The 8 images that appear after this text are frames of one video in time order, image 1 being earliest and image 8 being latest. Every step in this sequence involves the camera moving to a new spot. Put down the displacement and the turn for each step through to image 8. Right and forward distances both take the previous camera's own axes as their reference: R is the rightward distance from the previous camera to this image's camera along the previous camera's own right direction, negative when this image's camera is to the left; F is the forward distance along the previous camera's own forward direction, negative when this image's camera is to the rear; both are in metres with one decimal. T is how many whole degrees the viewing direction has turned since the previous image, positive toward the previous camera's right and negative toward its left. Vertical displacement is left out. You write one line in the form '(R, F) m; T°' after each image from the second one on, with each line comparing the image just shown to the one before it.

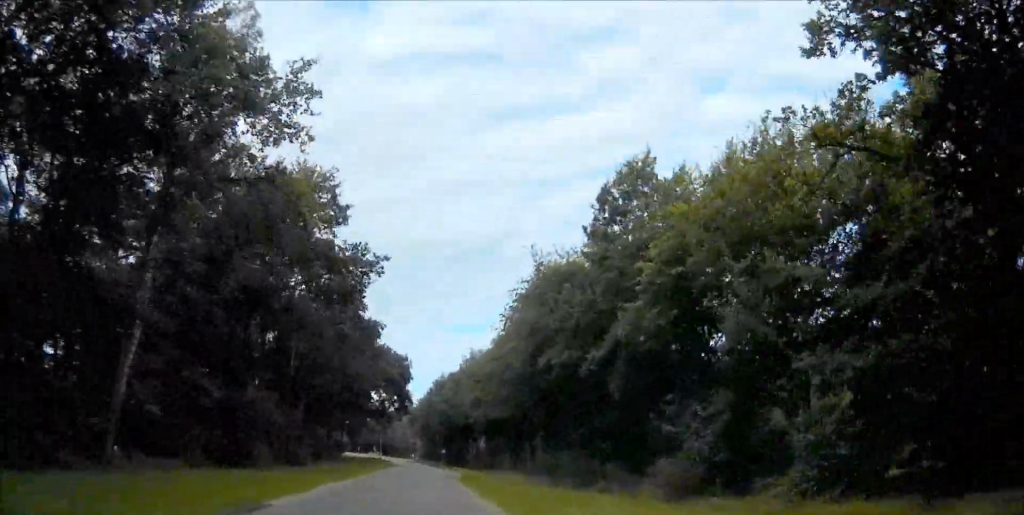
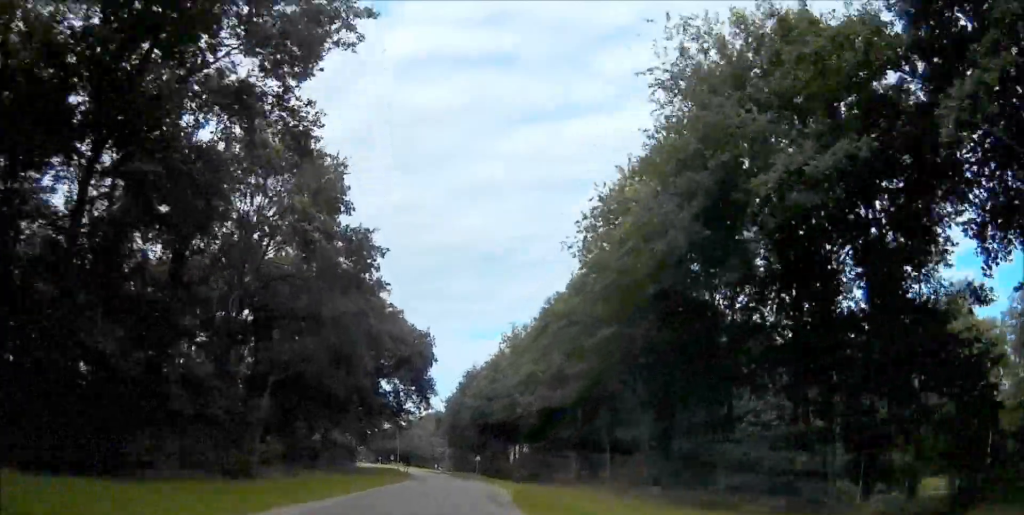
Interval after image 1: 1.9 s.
(-1.5, +23.3) m; -3°
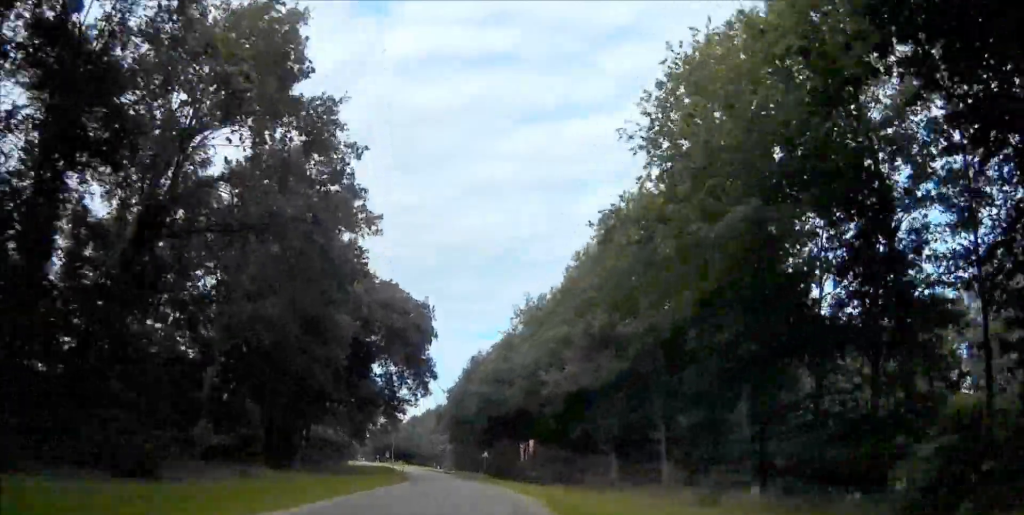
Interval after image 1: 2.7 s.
(+0.1, +10.6) m; 0°
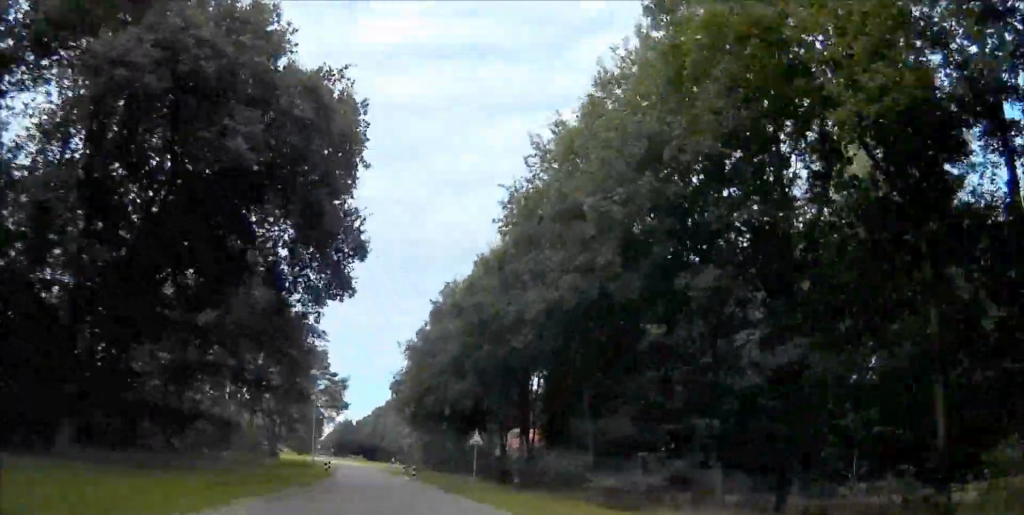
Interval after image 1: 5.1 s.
(+0.2, +28.4) m; -2°
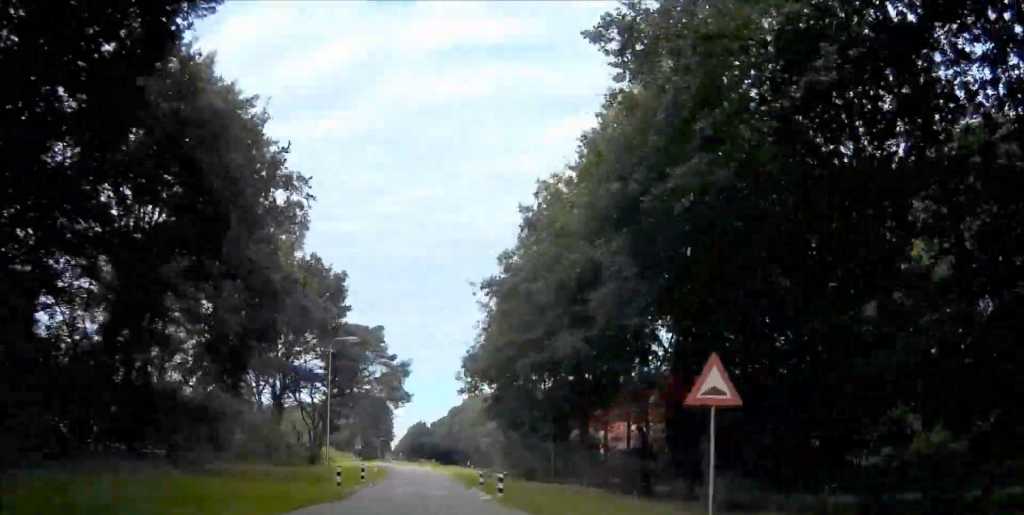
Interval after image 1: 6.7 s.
(-0.7, +17.0) m; -3°
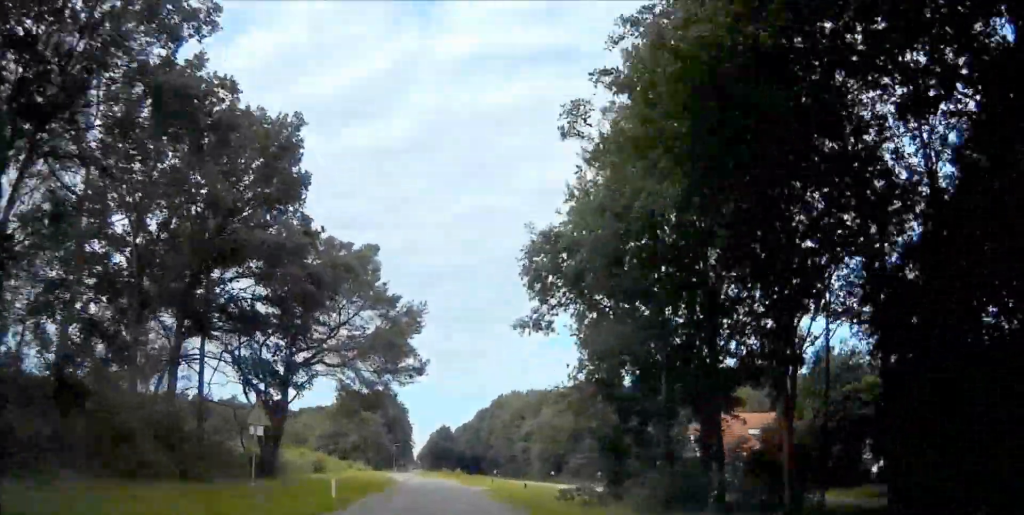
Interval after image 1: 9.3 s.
(-0.8, +28.3) m; -1°
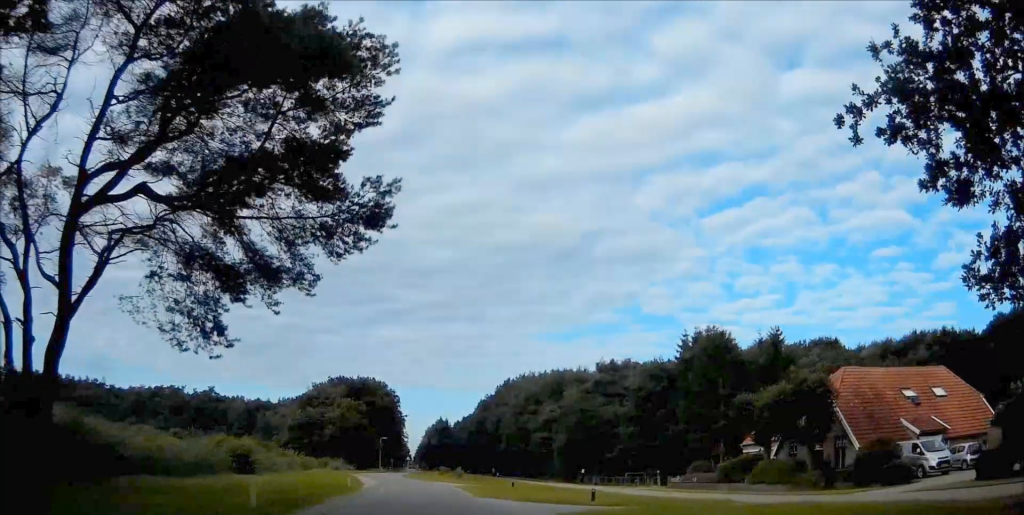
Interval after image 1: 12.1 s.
(+0.2, +29.6) m; -1°
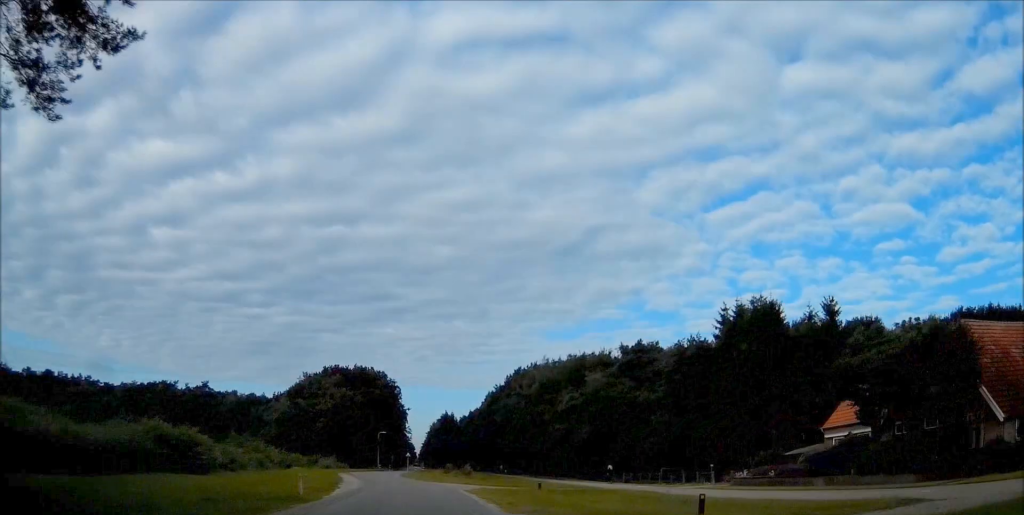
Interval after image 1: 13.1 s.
(0.0, +12.2) m; -1°
